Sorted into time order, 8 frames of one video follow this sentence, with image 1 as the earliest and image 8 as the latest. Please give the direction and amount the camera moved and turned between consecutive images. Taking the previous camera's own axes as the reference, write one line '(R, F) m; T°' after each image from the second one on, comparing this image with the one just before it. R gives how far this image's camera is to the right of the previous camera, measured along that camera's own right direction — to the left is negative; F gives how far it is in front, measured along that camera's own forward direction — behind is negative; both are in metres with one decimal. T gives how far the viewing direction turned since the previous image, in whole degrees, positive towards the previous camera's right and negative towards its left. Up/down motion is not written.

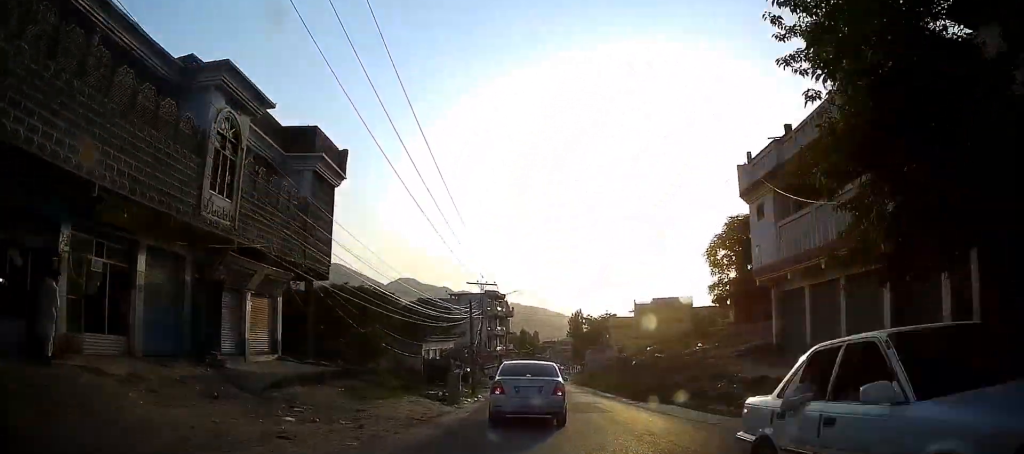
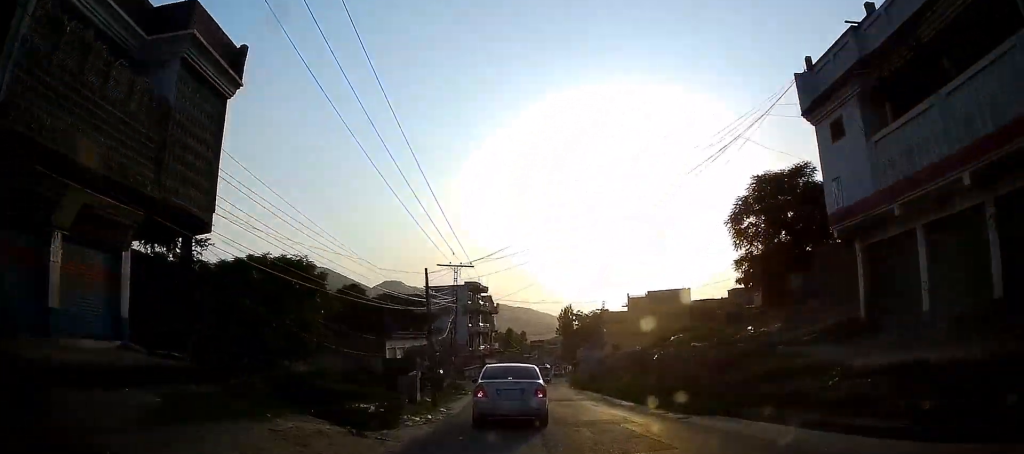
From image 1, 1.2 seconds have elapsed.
(-0.3, +8.3) m; 0°
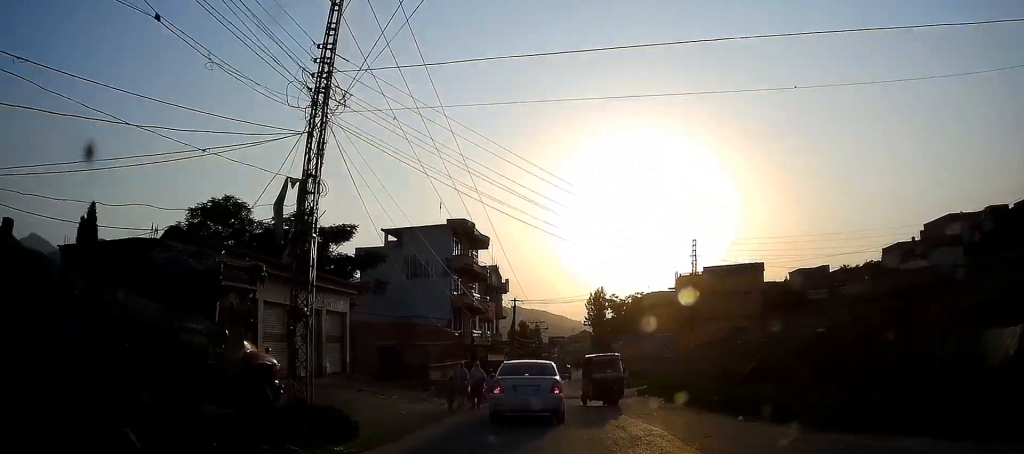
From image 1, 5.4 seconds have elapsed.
(+1.2, +29.7) m; +5°
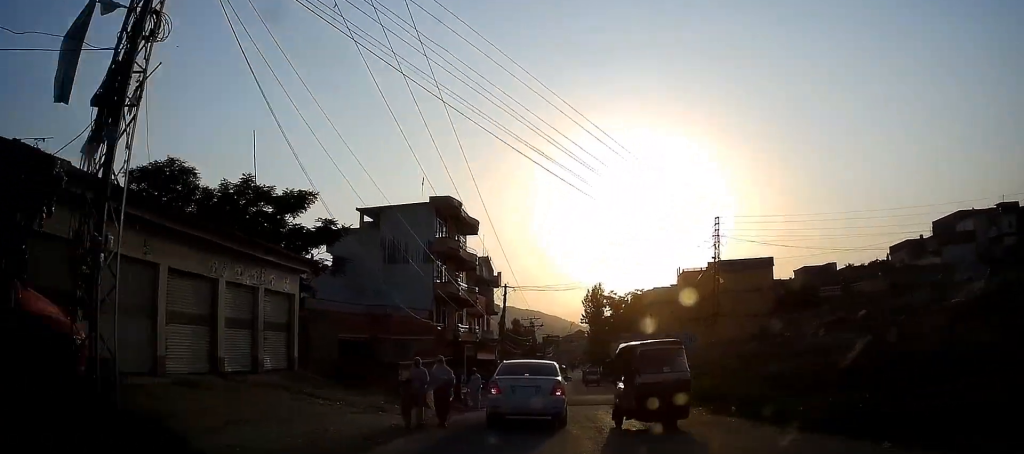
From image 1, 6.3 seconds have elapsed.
(+0.2, +6.1) m; +2°
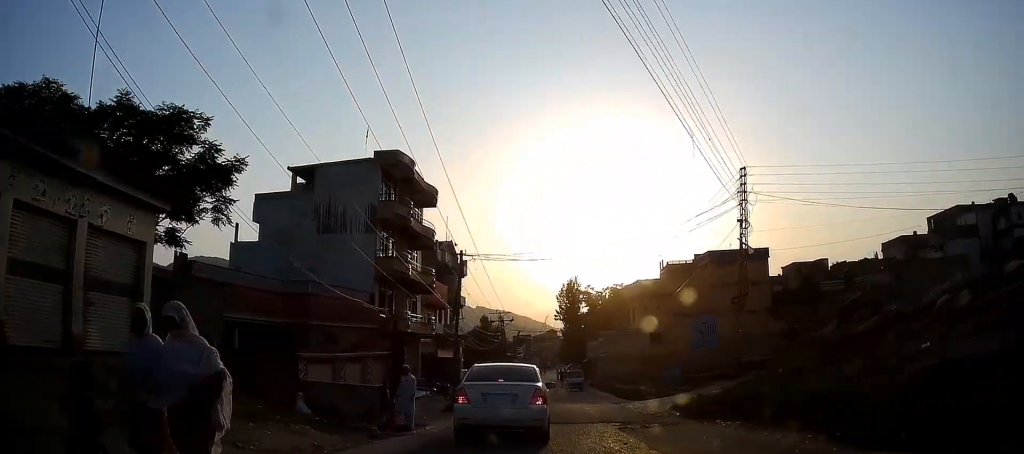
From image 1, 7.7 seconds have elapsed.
(+0.2, +9.7) m; +2°
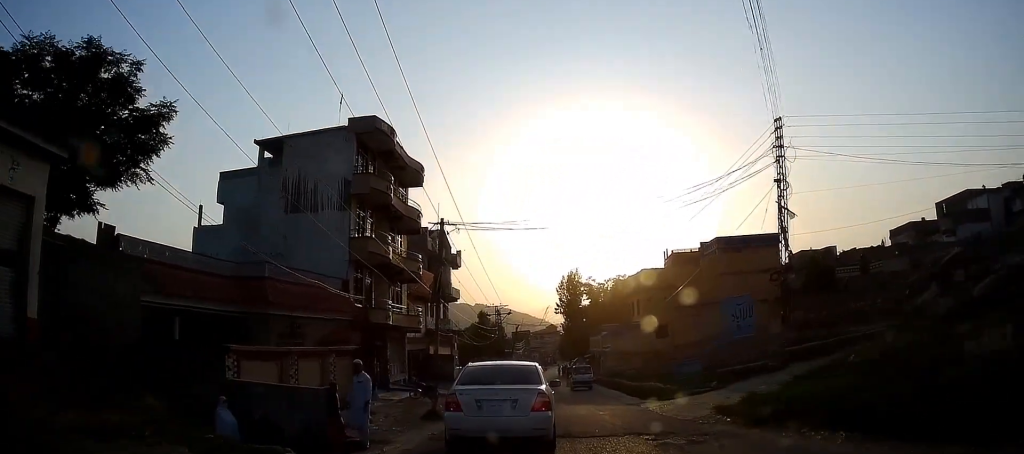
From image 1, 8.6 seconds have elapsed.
(+0.1, +6.4) m; +1°
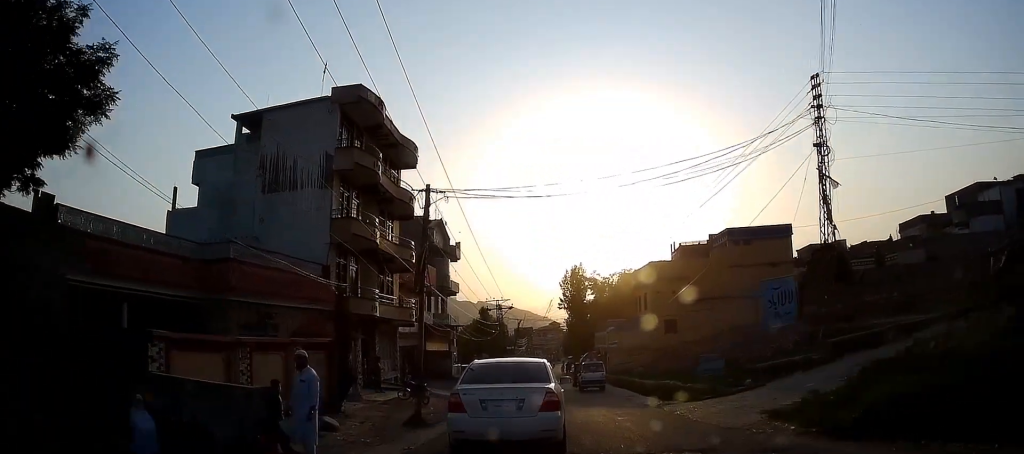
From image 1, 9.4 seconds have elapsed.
(0.0, +4.0) m; +1°
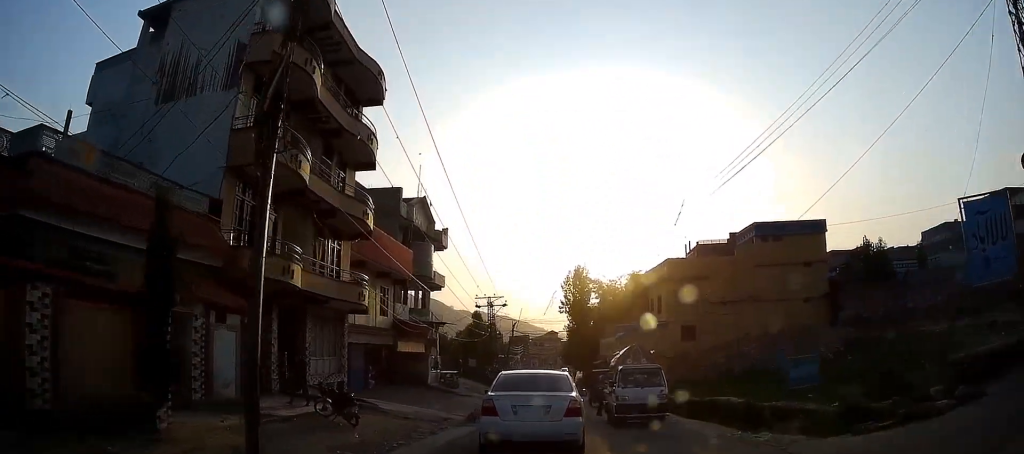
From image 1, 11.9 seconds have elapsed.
(+0.2, +6.8) m; 0°
